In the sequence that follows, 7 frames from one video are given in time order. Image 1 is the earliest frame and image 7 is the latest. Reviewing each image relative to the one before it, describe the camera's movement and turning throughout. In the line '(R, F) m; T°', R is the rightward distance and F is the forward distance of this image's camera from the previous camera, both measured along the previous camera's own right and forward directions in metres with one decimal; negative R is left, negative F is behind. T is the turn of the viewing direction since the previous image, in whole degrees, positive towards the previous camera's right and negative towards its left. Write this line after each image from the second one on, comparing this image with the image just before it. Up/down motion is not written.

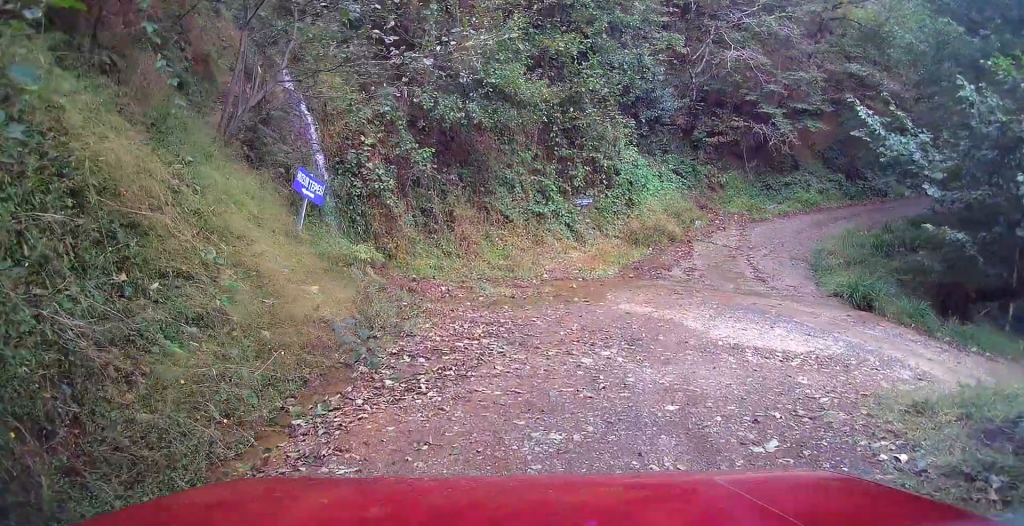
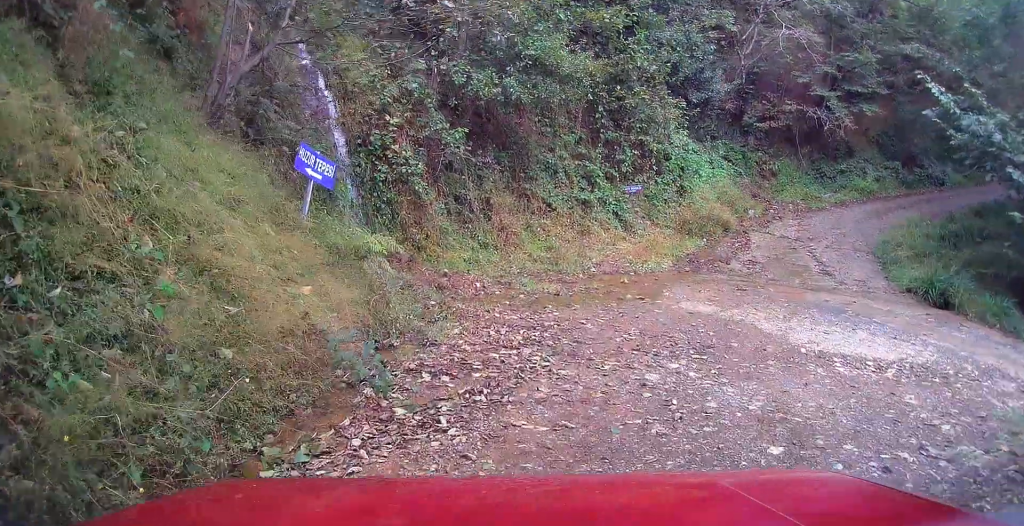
(-0.1, +1.2) m; -5°
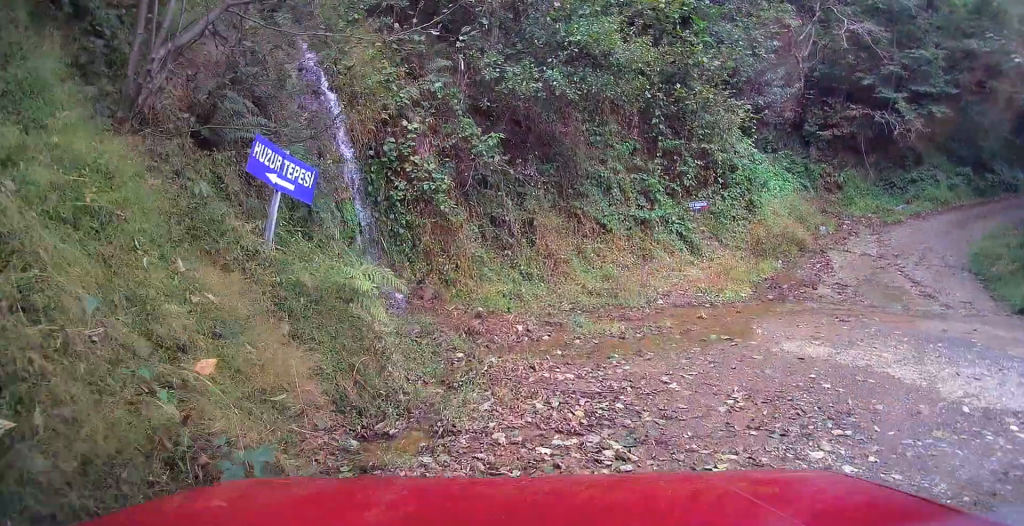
(-0.1, +1.8) m; -1°
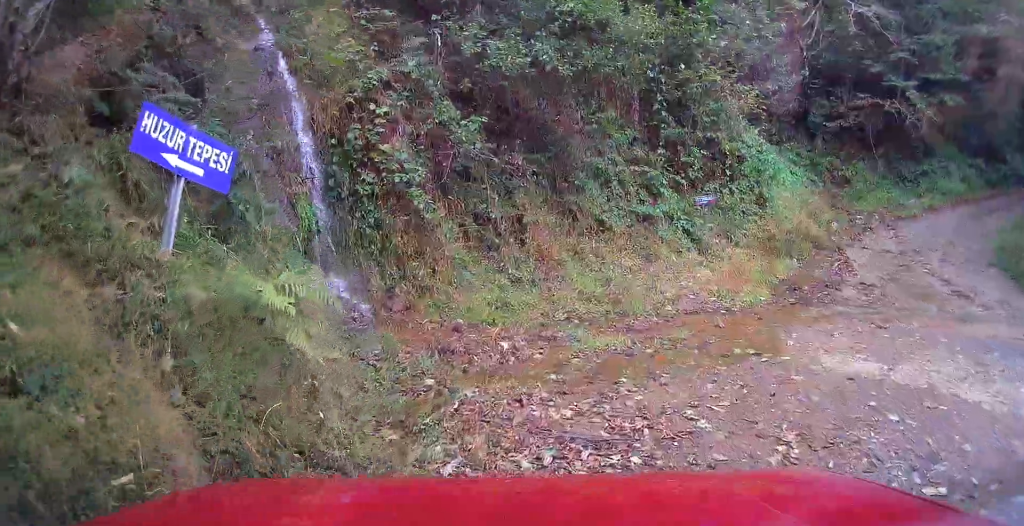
(-0.1, +1.1) m; +3°
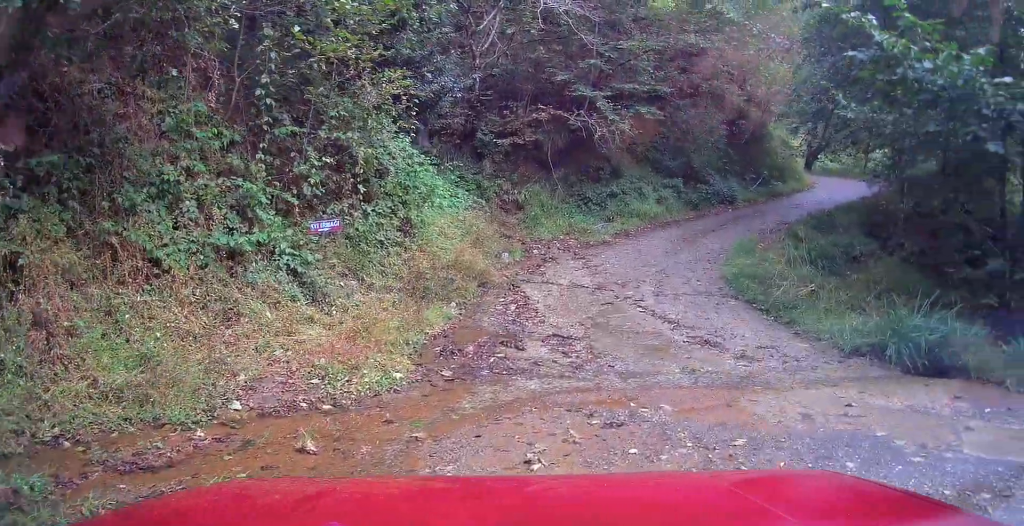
(+0.9, +2.8) m; +40°
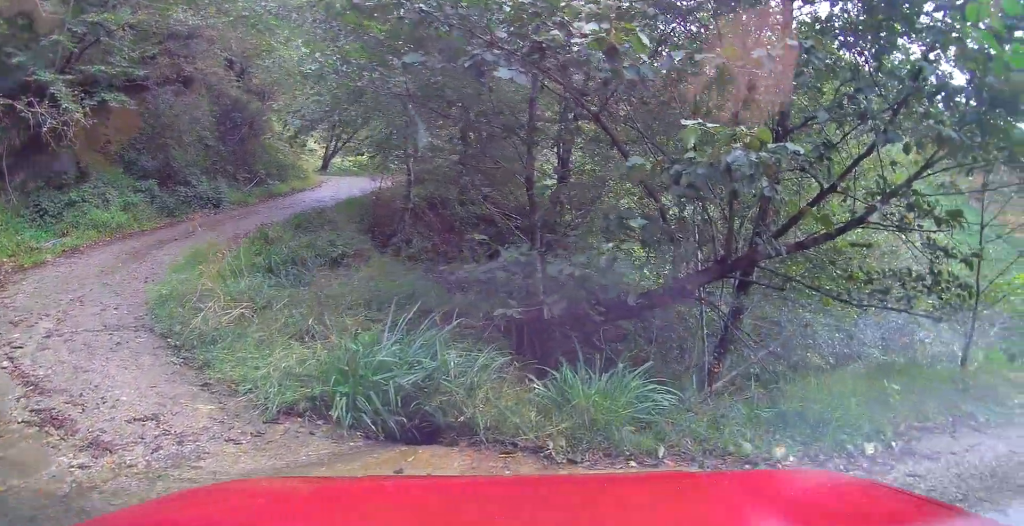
(+1.2, +2.8) m; +31°
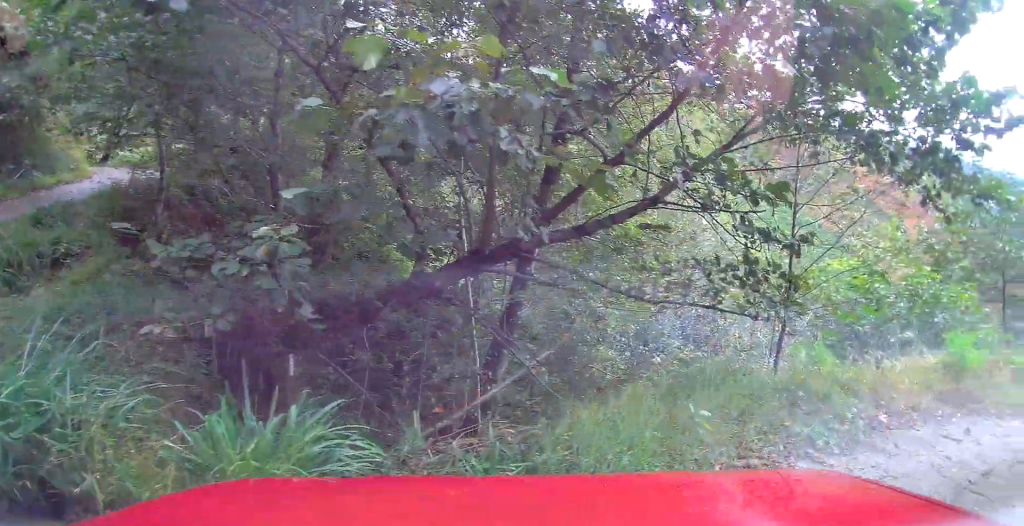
(-0.2, +1.6) m; +9°
